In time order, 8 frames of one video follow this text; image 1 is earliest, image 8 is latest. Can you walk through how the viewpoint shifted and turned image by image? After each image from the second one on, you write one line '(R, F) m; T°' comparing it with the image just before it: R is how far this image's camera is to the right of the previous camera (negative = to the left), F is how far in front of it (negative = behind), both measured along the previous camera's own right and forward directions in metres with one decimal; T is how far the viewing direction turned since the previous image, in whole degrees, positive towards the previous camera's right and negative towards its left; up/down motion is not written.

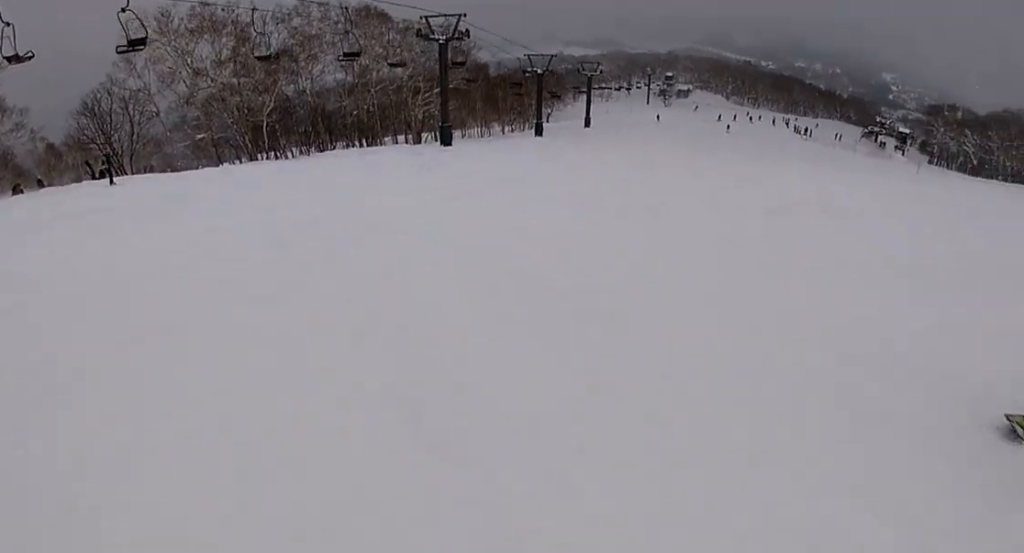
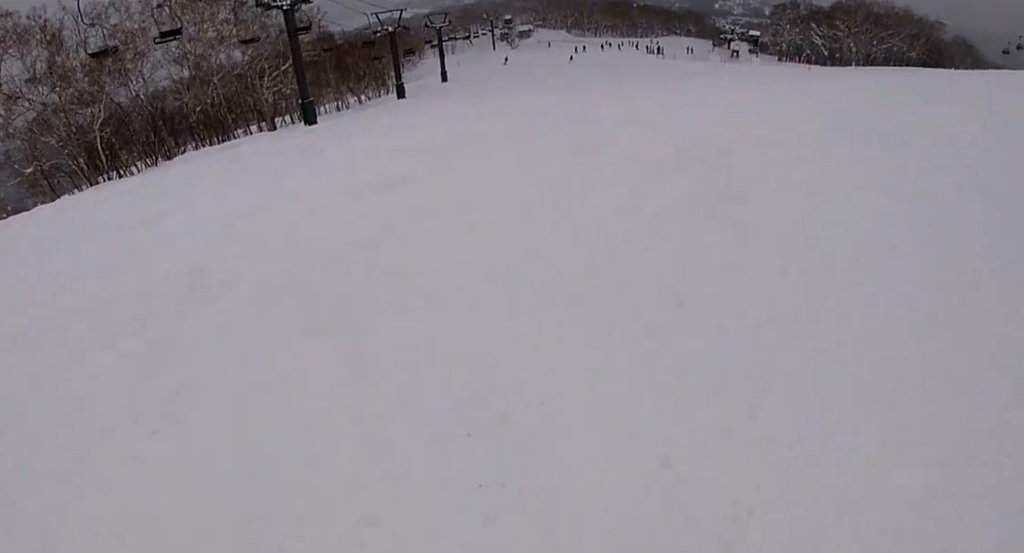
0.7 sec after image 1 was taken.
(+0.6, +4.6) m; +18°
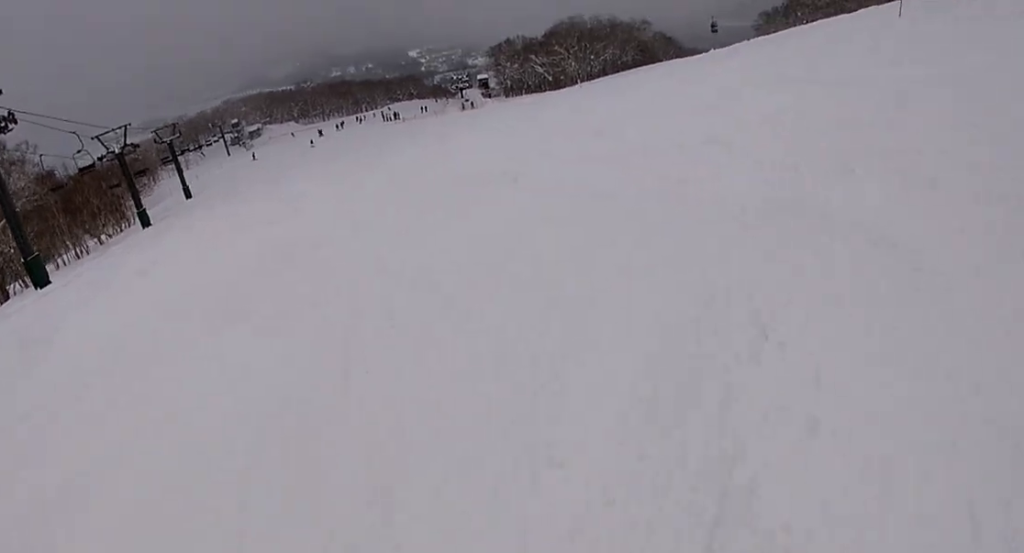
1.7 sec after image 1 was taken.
(+1.9, +7.1) m; +21°
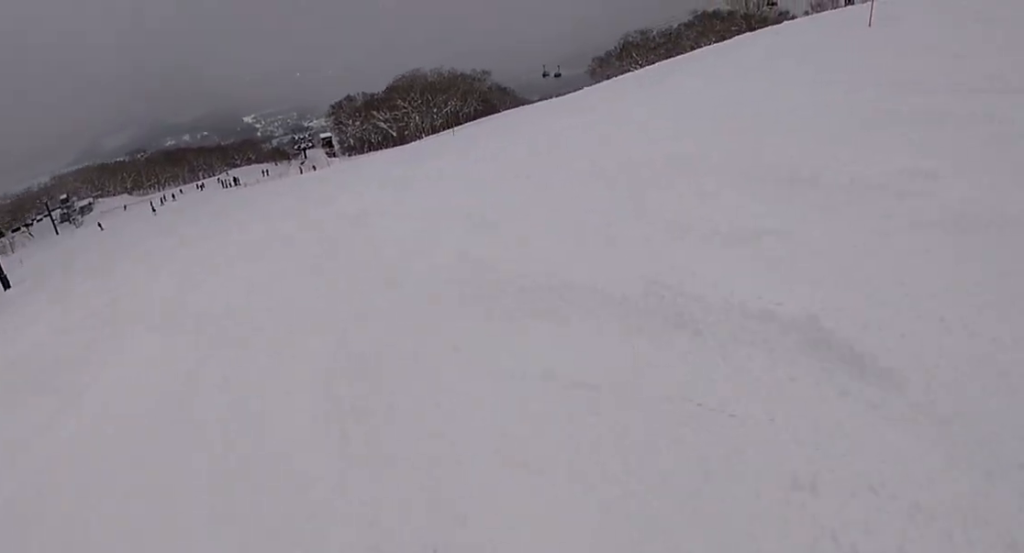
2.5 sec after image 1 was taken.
(+0.3, +6.2) m; +13°
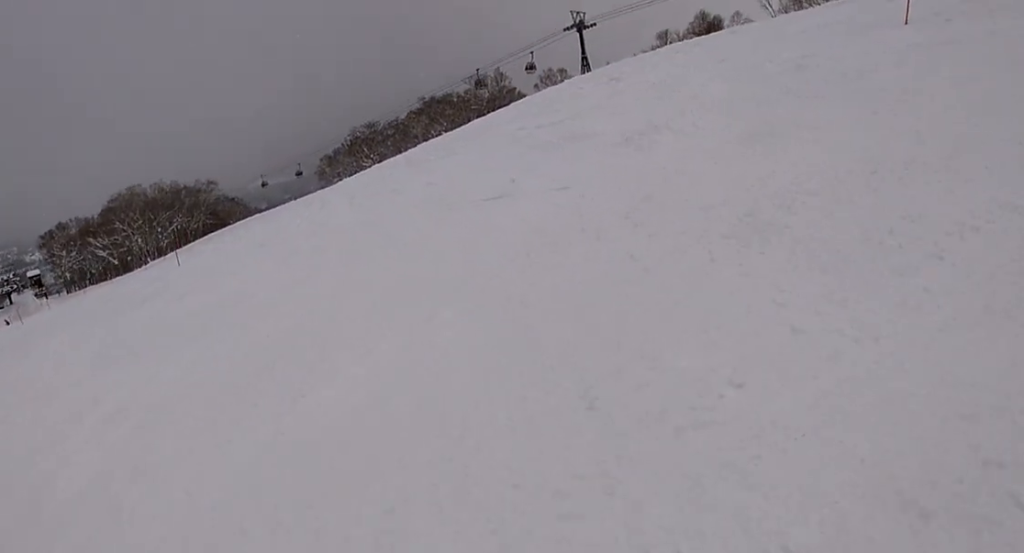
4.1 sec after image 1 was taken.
(+3.0, +11.0) m; +30°
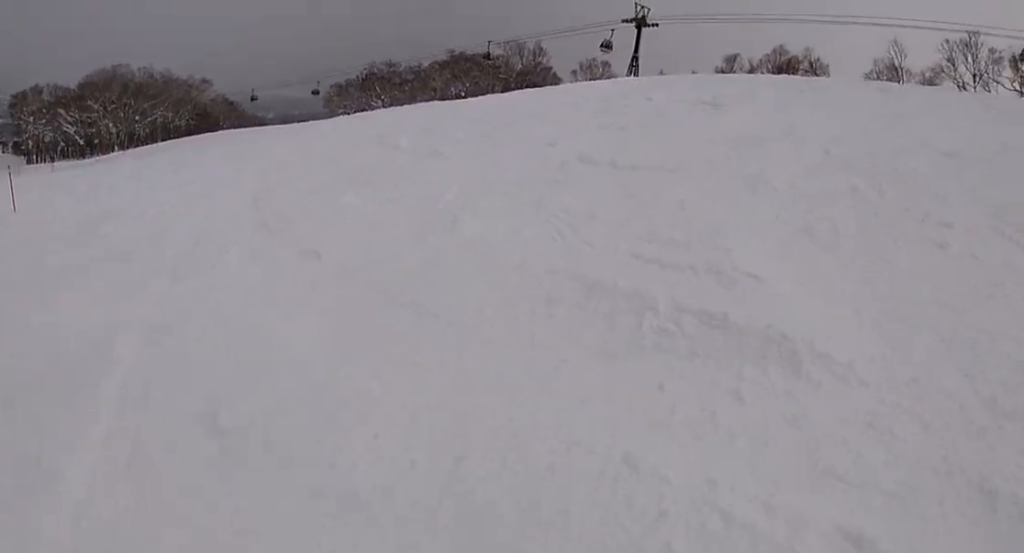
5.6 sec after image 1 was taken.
(+2.2, +9.0) m; +19°
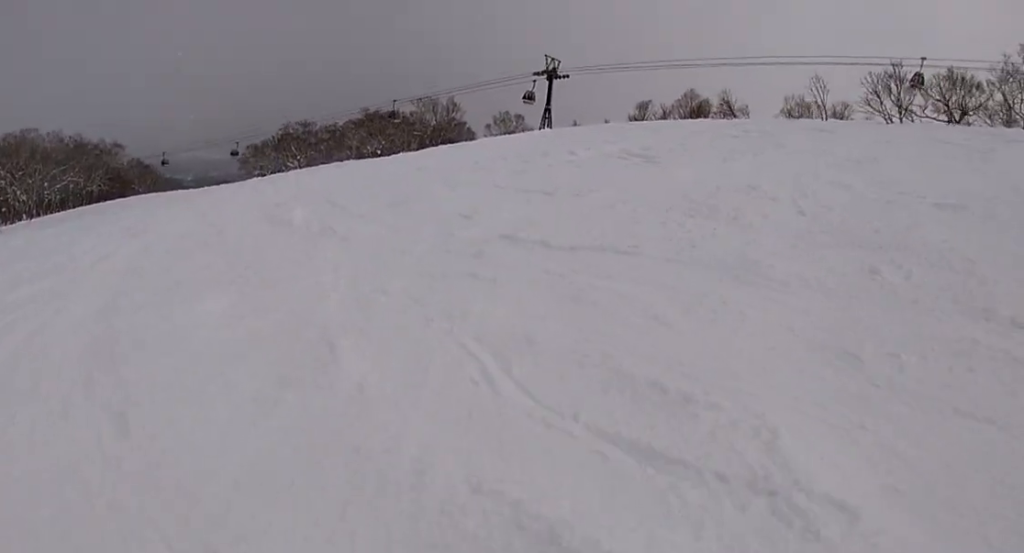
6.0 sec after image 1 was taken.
(0.0, +2.5) m; 0°
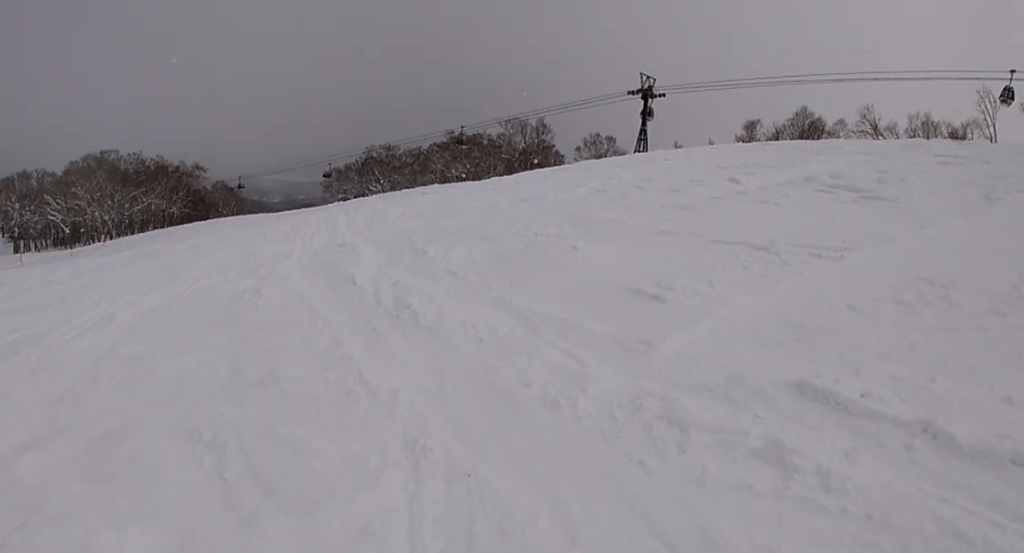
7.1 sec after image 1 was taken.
(0.0, +4.8) m; 0°
